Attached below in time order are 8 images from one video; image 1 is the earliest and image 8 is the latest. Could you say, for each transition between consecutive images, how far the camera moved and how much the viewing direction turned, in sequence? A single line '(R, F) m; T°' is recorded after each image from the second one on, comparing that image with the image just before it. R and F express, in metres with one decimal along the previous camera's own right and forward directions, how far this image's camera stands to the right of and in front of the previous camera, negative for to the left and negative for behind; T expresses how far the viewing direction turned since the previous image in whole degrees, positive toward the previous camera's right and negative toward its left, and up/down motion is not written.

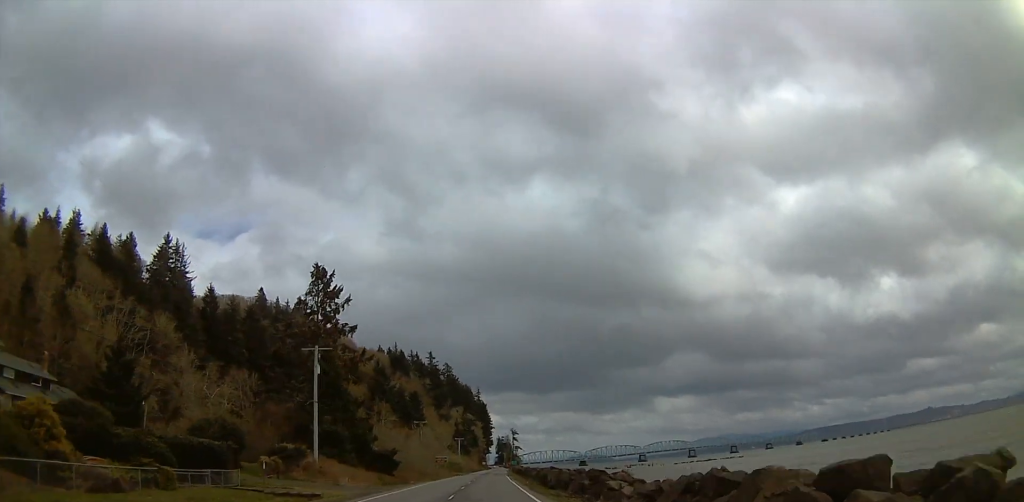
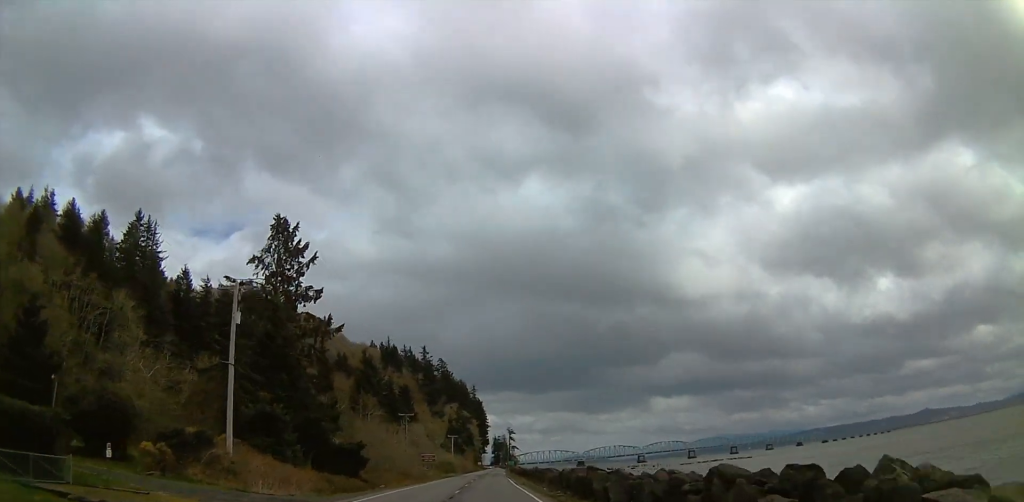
(0.0, +18.8) m; 0°
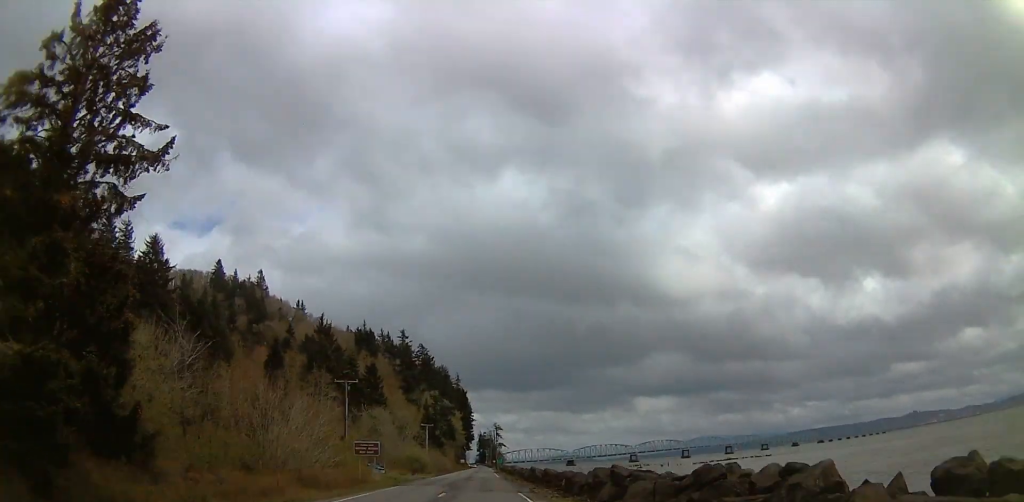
(0.0, +41.7) m; 0°
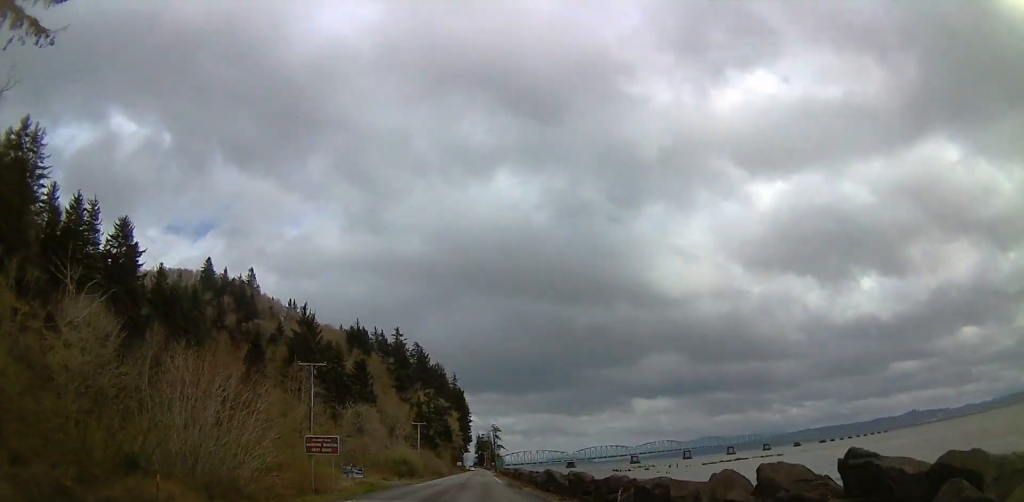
(0.0, +15.0) m; 0°
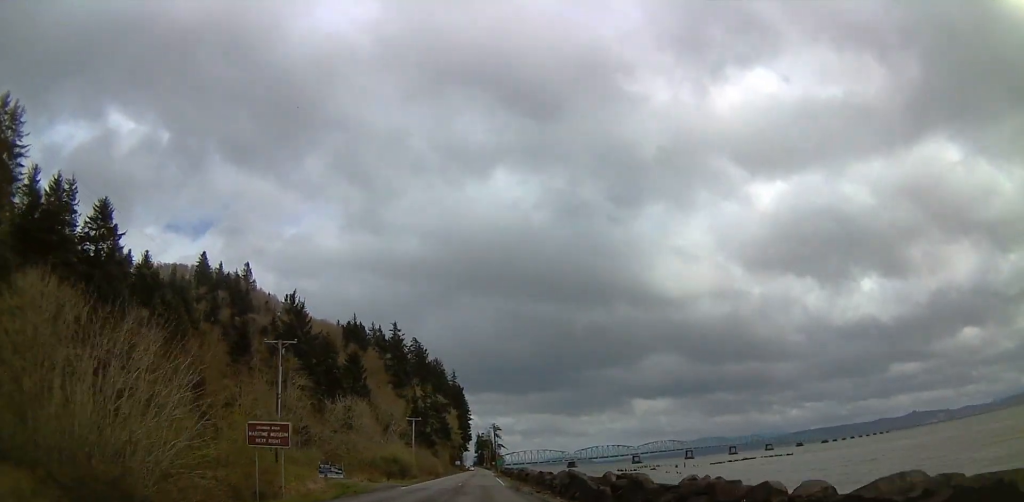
(0.0, +10.3) m; +1°
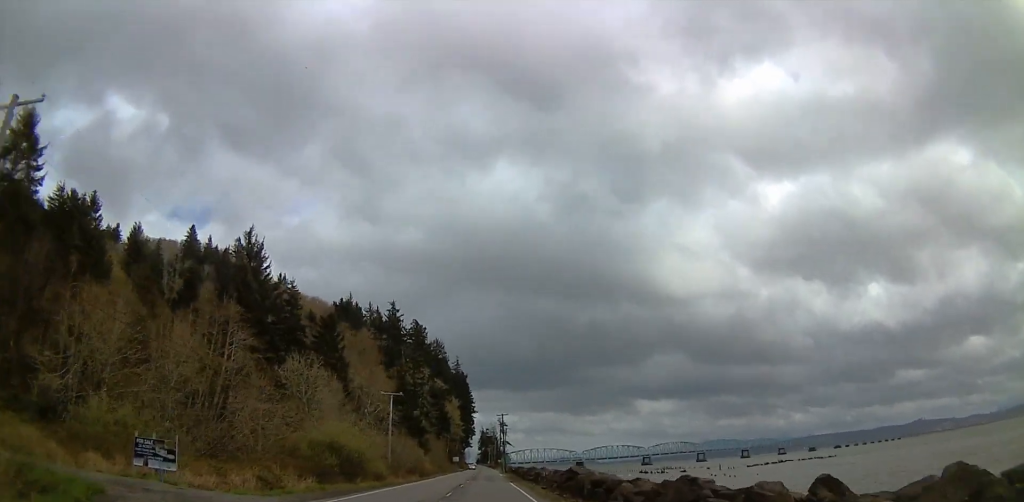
(+0.6, +35.8) m; +2°
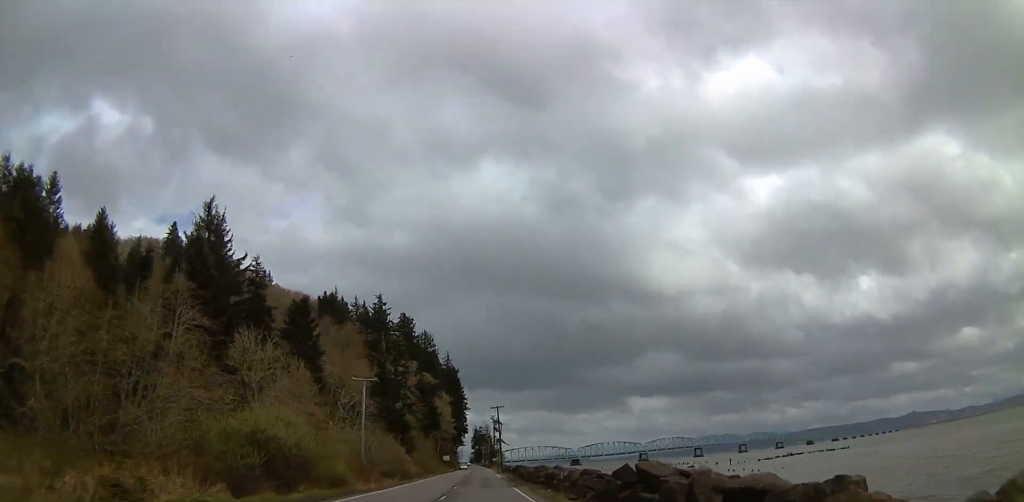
(0.0, +15.1) m; 0°
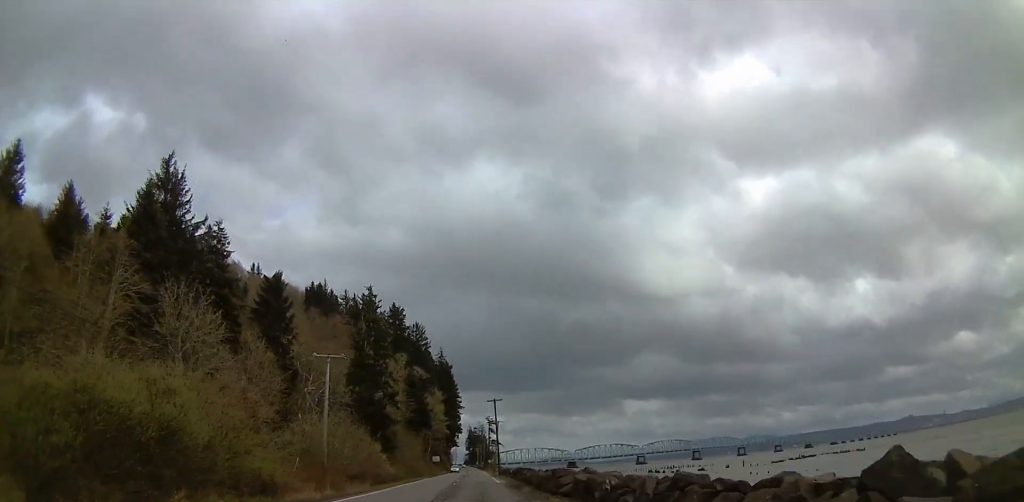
(0.0, +15.0) m; 0°
